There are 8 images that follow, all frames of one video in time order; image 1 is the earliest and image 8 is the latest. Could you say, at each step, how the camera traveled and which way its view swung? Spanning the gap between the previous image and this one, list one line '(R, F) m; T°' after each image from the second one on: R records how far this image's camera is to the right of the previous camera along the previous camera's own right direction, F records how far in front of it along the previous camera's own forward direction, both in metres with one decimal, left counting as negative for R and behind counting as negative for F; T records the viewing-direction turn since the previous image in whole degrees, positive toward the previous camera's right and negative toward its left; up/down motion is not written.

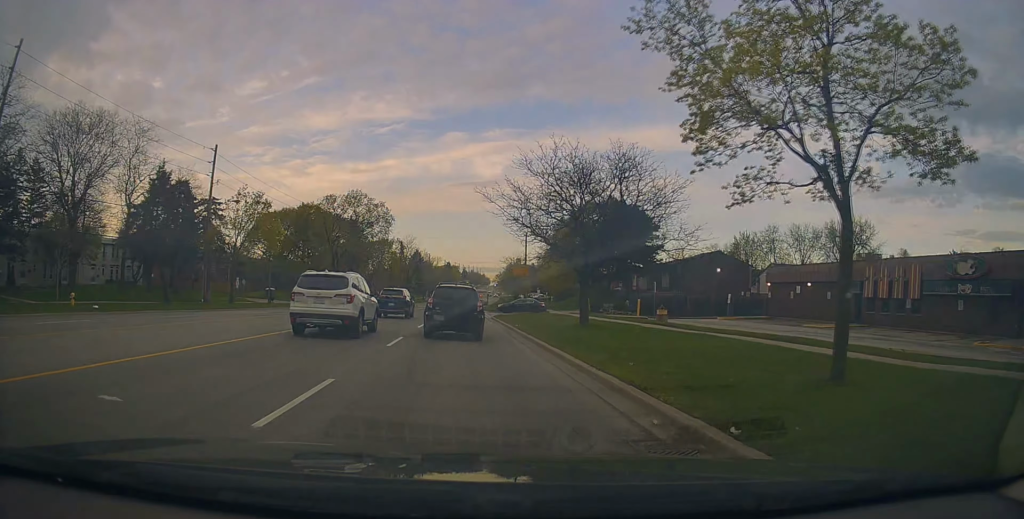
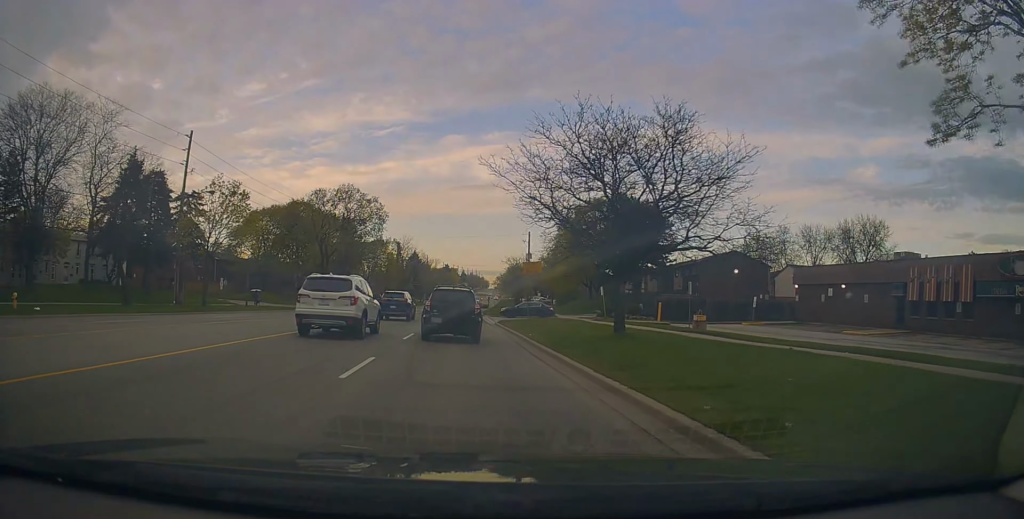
(-0.1, +5.6) m; 0°
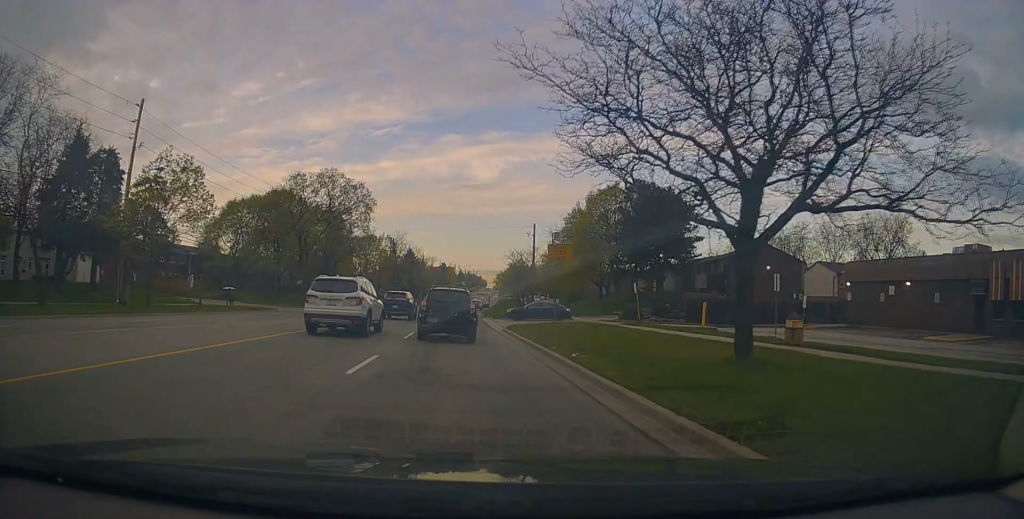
(0.0, +8.9) m; +1°
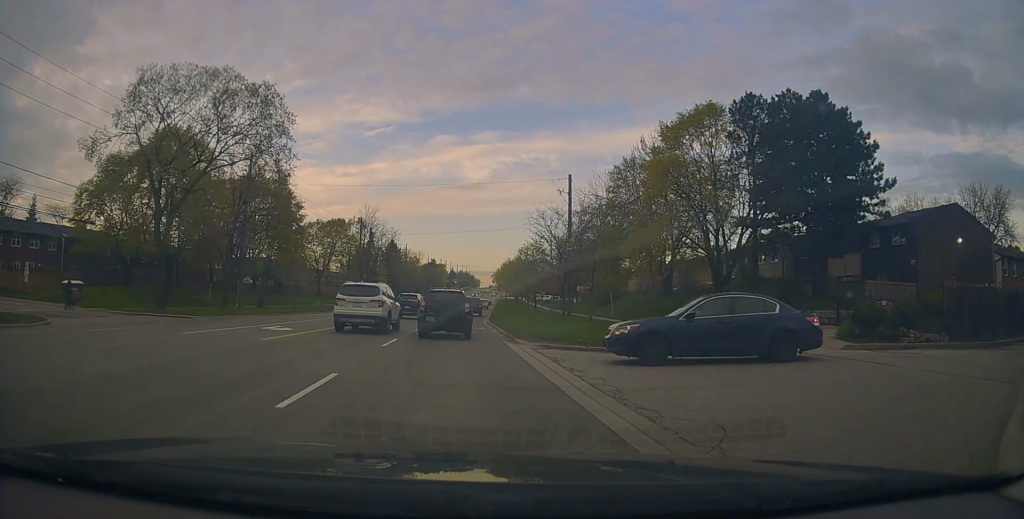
(+0.5, +29.7) m; 0°
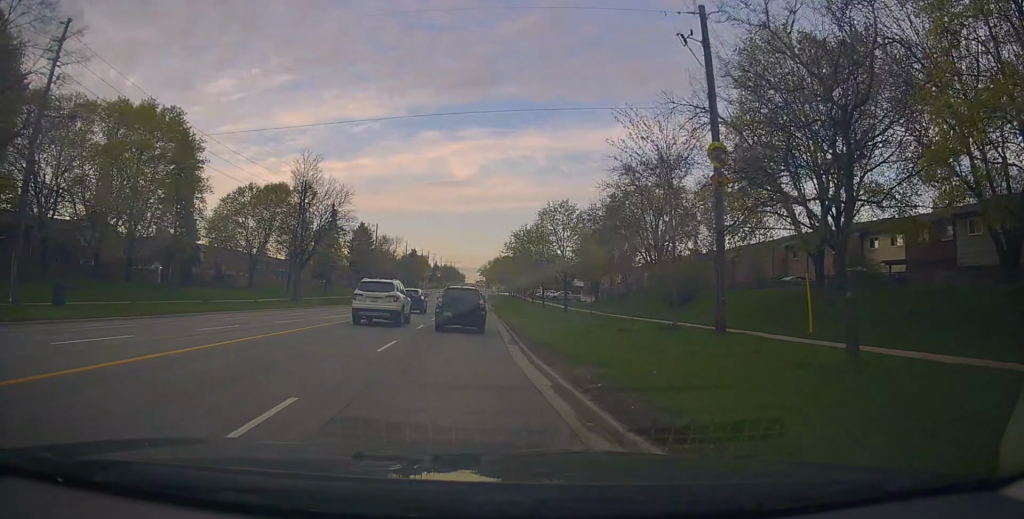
(+0.5, +29.2) m; +3°
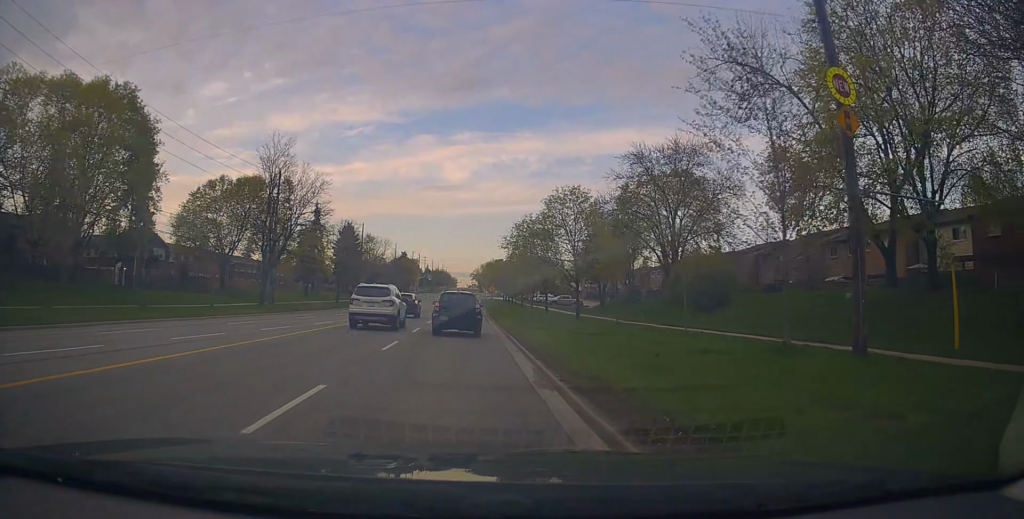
(+0.2, +7.8) m; 0°
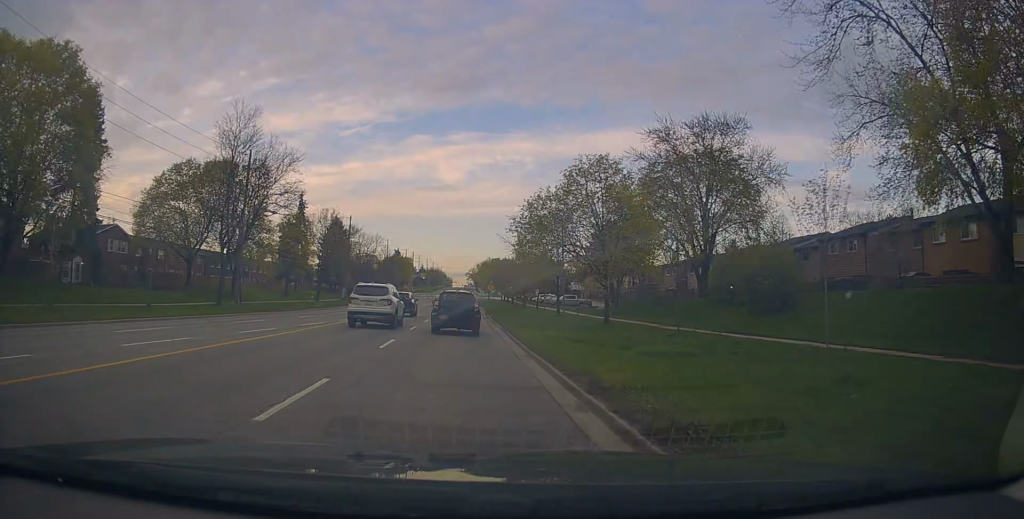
(-0.2, +8.3) m; -1°
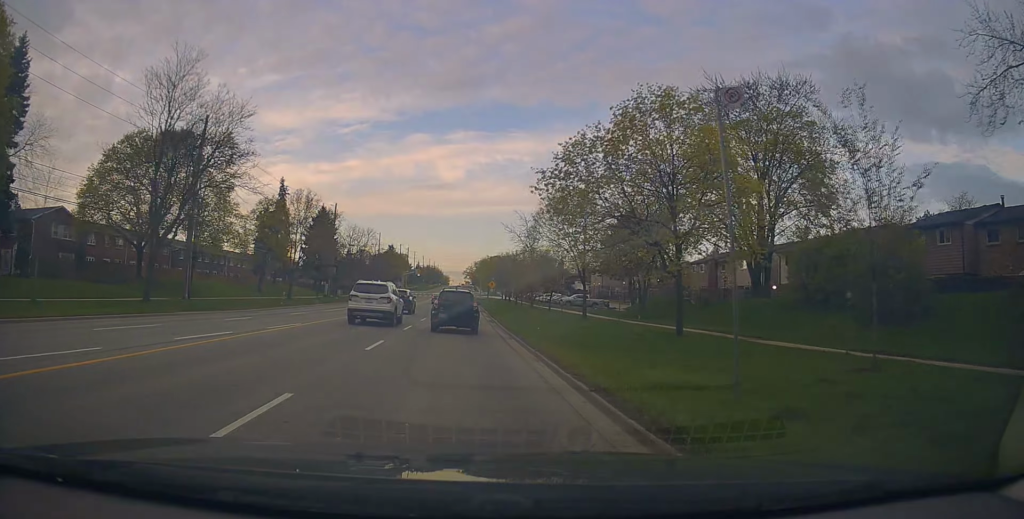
(-0.1, +10.4) m; 0°
